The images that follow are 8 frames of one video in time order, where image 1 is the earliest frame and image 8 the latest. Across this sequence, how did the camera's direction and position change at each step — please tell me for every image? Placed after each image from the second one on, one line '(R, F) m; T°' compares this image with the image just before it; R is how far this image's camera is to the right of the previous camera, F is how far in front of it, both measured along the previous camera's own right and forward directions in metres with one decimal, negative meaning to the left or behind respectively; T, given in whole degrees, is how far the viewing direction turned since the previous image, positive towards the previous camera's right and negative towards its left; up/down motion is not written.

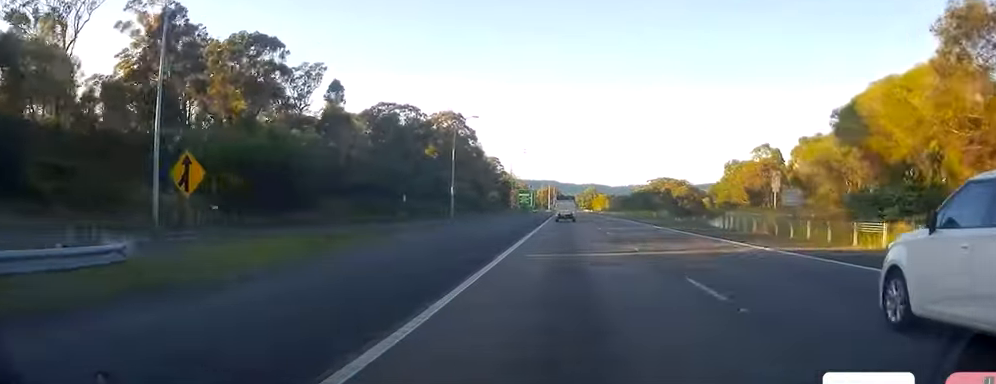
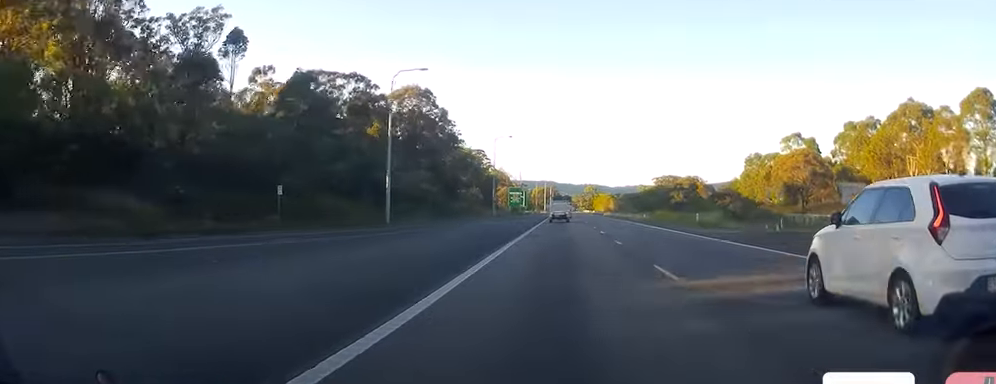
(+0.4, +33.3) m; +1°
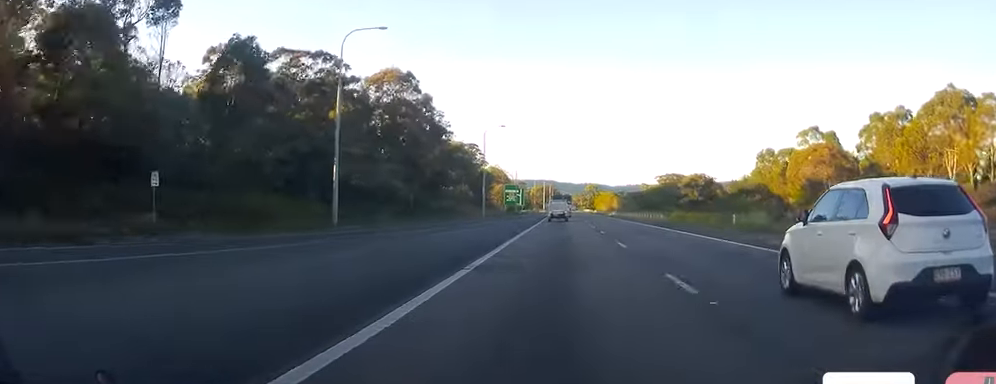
(0.0, +14.2) m; 0°
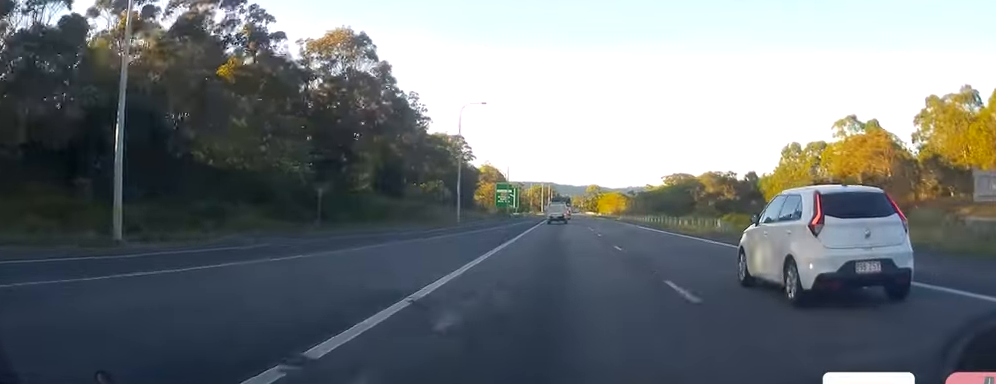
(-0.1, +24.6) m; 0°
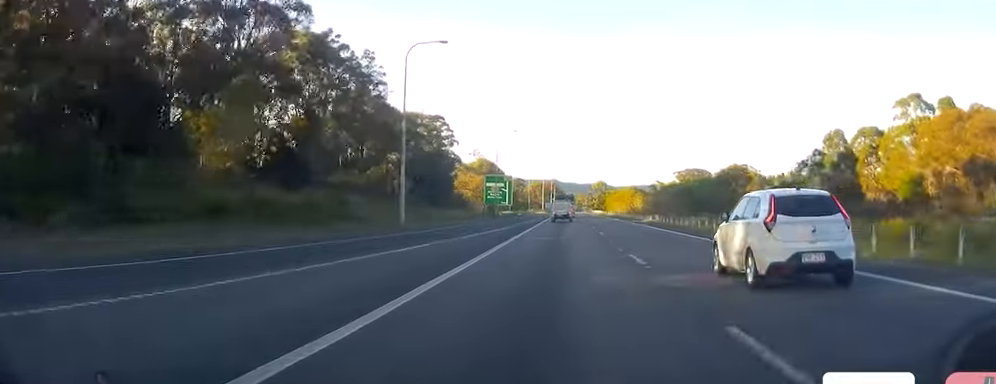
(-0.1, +29.4) m; 0°
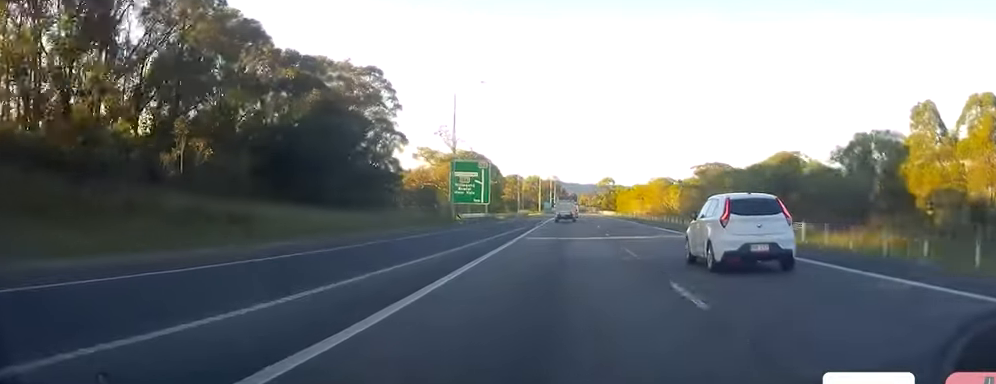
(-0.5, +43.9) m; 0°
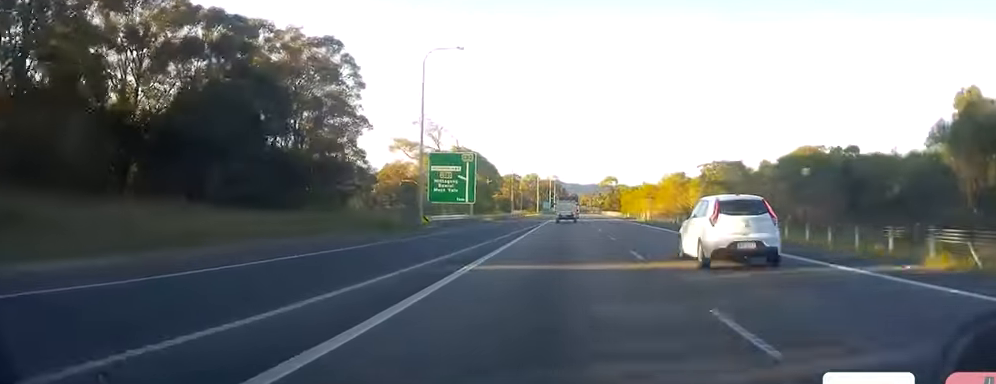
(+0.3, +15.2) m; 0°
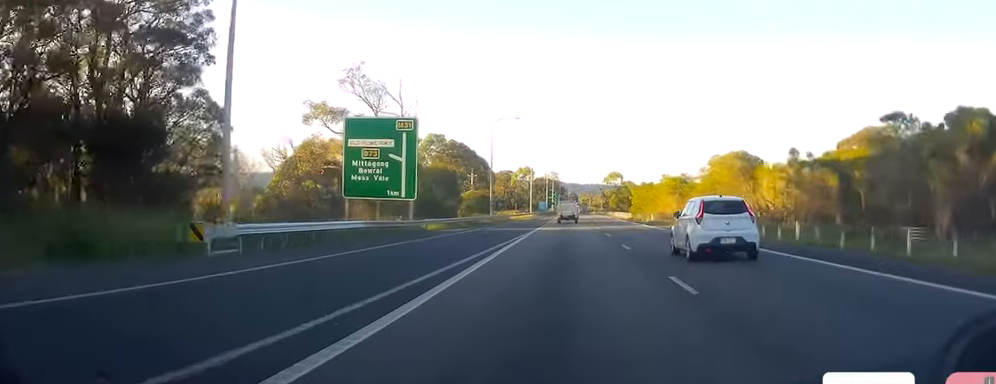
(+0.1, +31.3) m; 0°
